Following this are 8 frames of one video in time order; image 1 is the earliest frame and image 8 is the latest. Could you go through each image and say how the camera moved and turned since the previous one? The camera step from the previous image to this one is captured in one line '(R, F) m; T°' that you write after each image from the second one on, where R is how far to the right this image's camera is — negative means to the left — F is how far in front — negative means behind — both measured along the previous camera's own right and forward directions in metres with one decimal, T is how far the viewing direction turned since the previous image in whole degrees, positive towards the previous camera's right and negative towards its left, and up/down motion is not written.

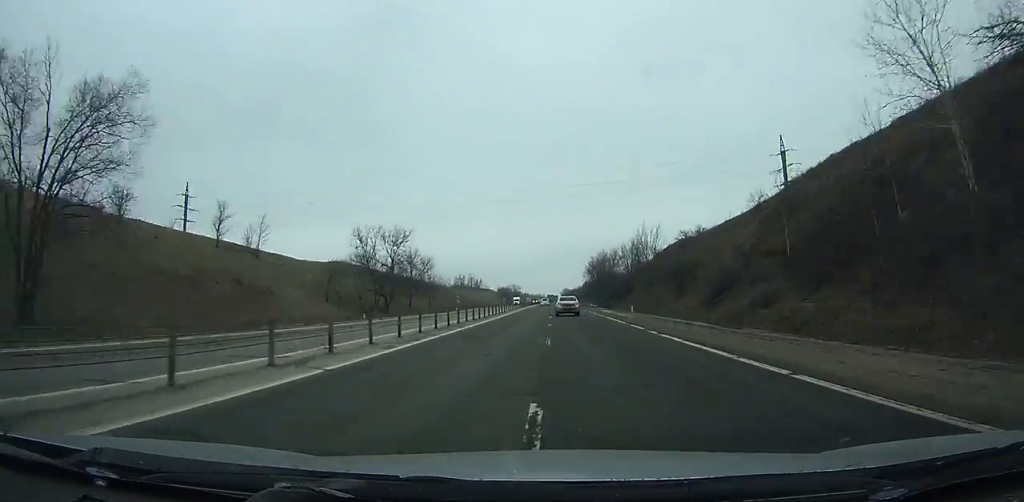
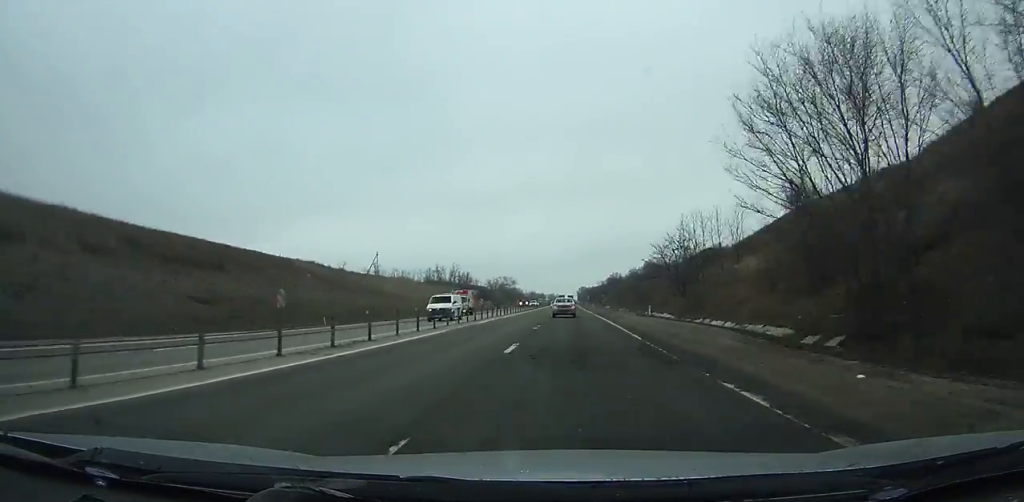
(-0.6, +110.4) m; -1°
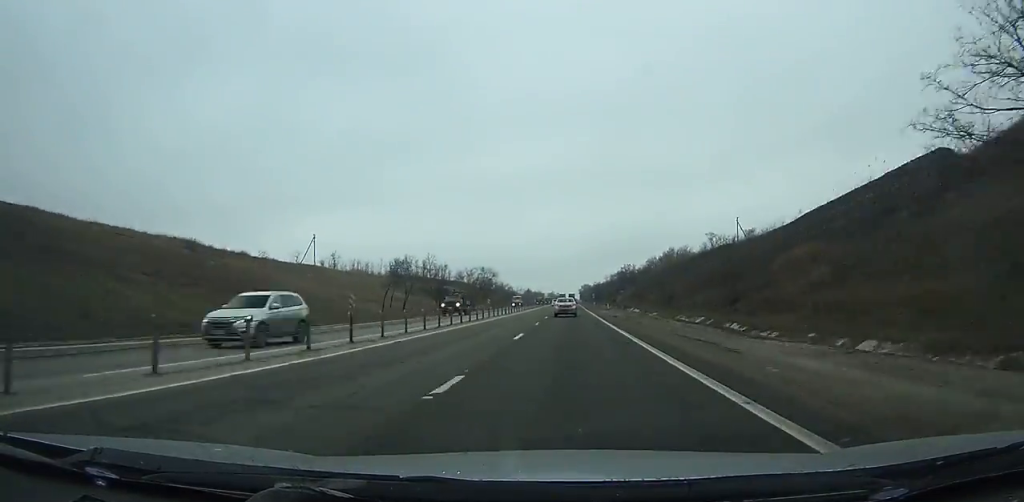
(-0.3, +56.2) m; 0°
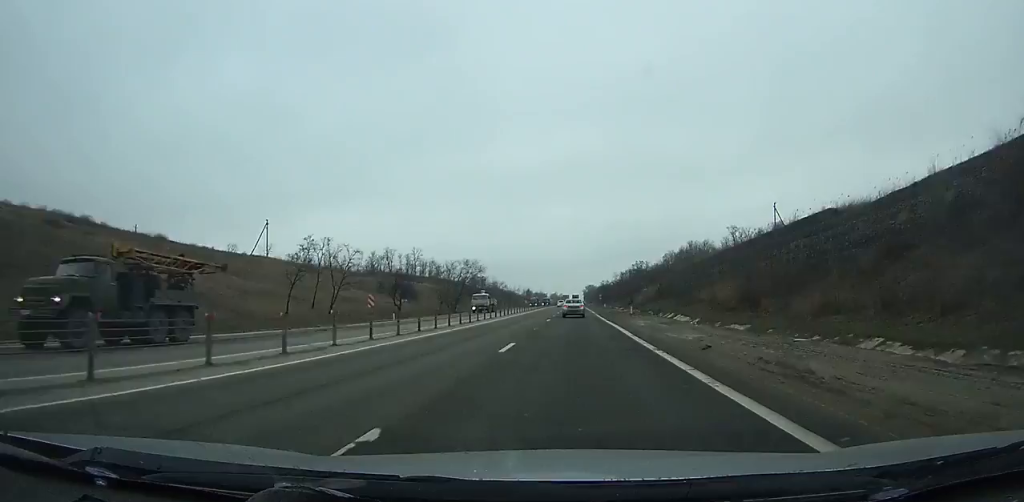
(0.0, +29.2) m; 0°
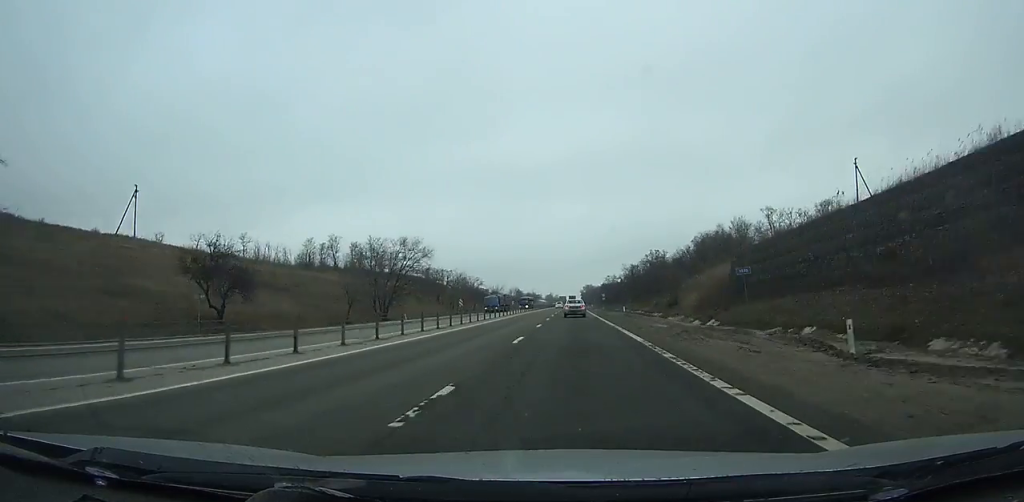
(-0.1, +45.0) m; 0°
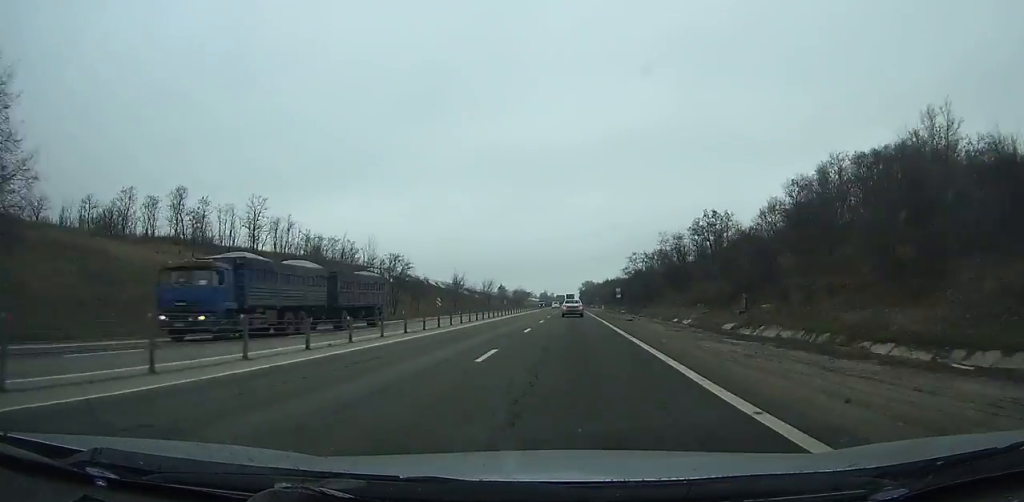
(+0.3, +65.6) m; 0°
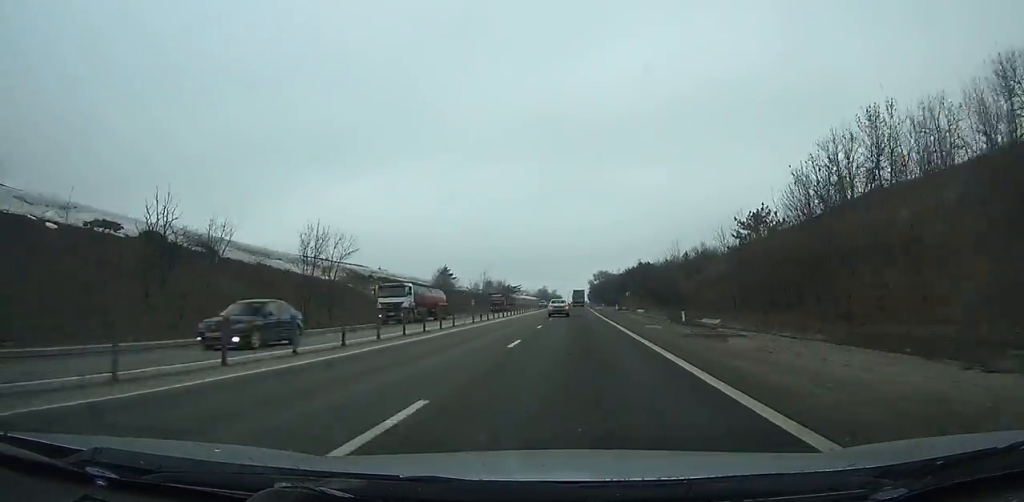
(-0.8, +116.3) m; -1°
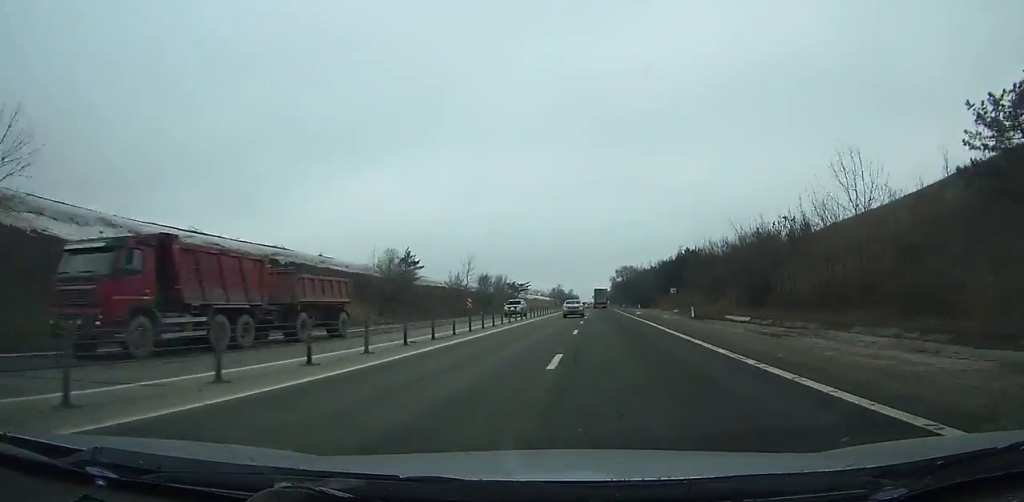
(-0.3, +41.4) m; 0°
